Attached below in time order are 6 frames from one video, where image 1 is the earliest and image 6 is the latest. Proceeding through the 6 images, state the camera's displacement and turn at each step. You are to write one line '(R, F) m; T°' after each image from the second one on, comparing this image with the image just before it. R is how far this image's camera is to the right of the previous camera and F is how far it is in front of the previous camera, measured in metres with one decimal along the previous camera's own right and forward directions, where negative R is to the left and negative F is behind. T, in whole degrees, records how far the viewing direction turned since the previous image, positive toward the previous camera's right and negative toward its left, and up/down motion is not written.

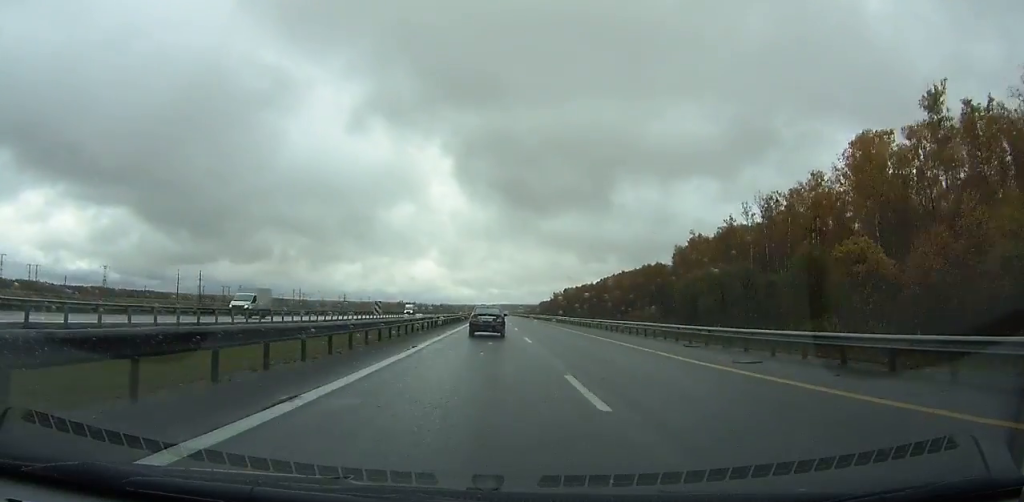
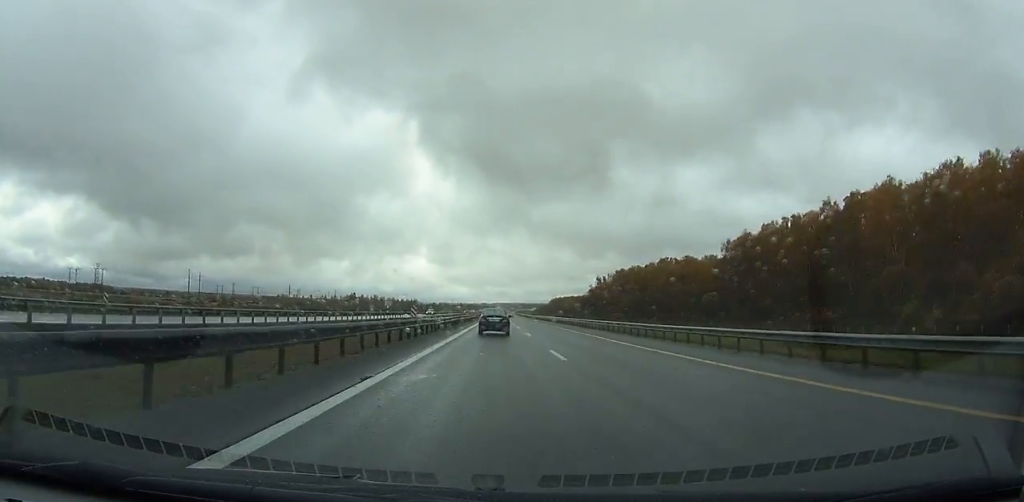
(-0.4, +235.1) m; 0°
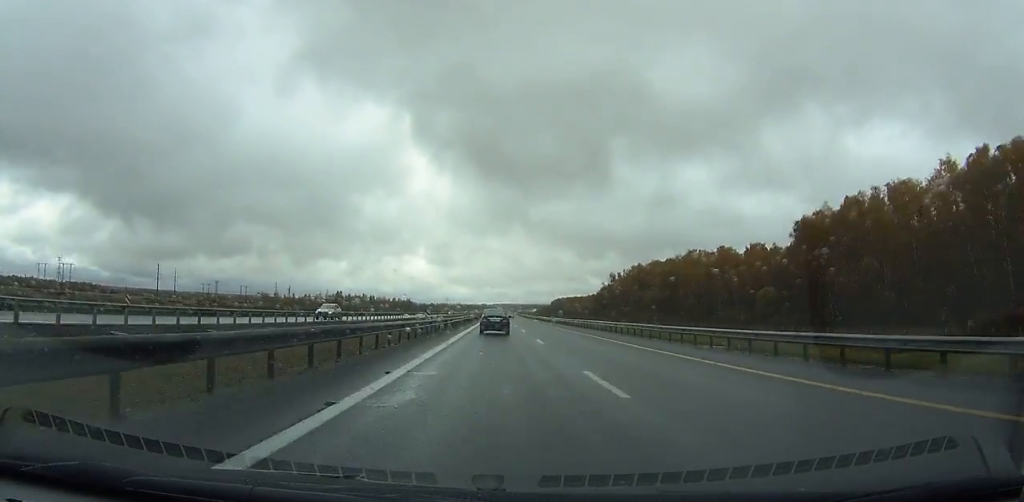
(-0.1, +38.9) m; 0°
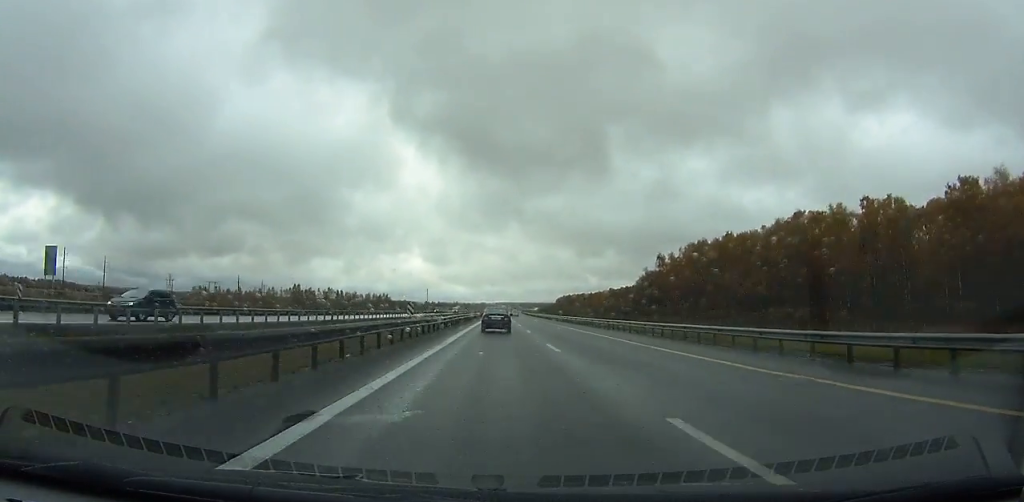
(-0.1, +84.1) m; 0°
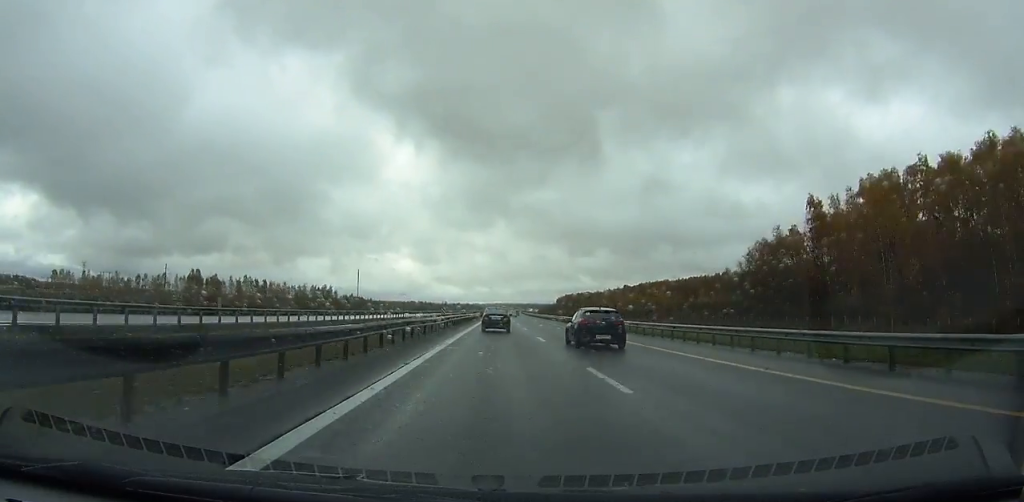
(+0.5, +104.7) m; +1°
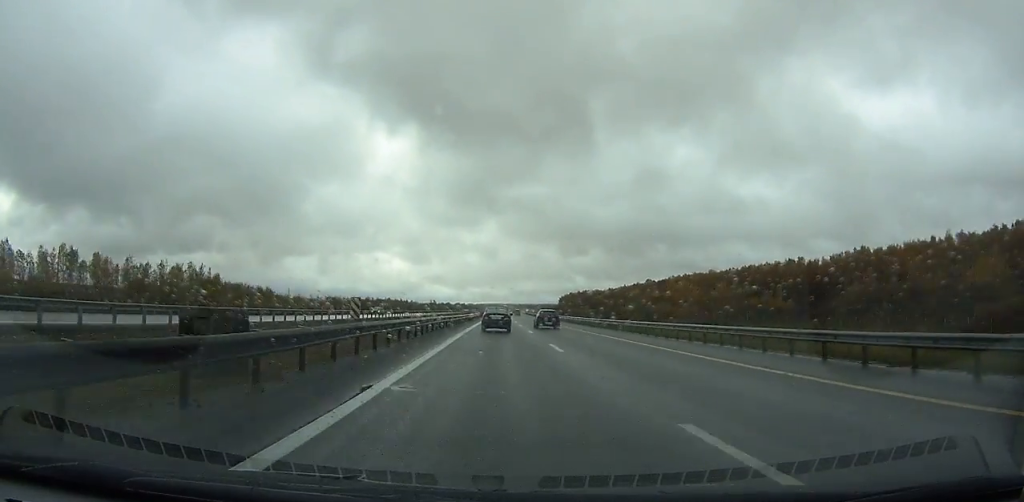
(+0.7, +102.1) m; +1°
